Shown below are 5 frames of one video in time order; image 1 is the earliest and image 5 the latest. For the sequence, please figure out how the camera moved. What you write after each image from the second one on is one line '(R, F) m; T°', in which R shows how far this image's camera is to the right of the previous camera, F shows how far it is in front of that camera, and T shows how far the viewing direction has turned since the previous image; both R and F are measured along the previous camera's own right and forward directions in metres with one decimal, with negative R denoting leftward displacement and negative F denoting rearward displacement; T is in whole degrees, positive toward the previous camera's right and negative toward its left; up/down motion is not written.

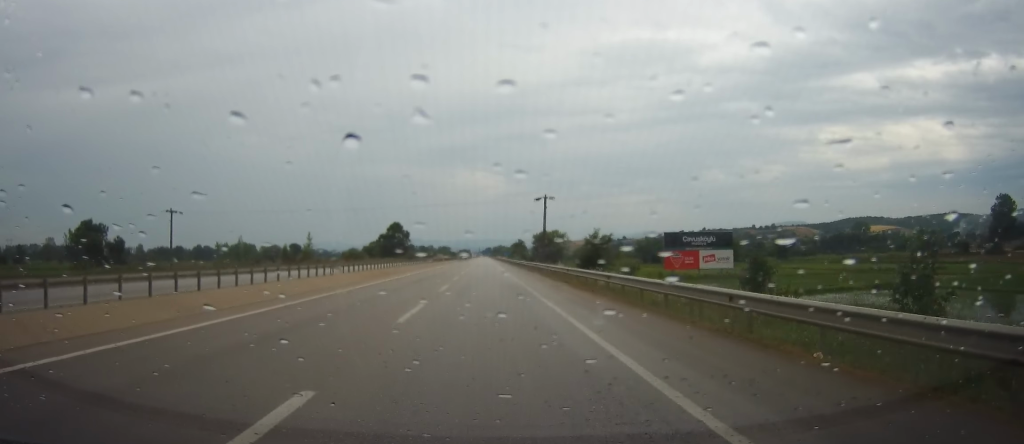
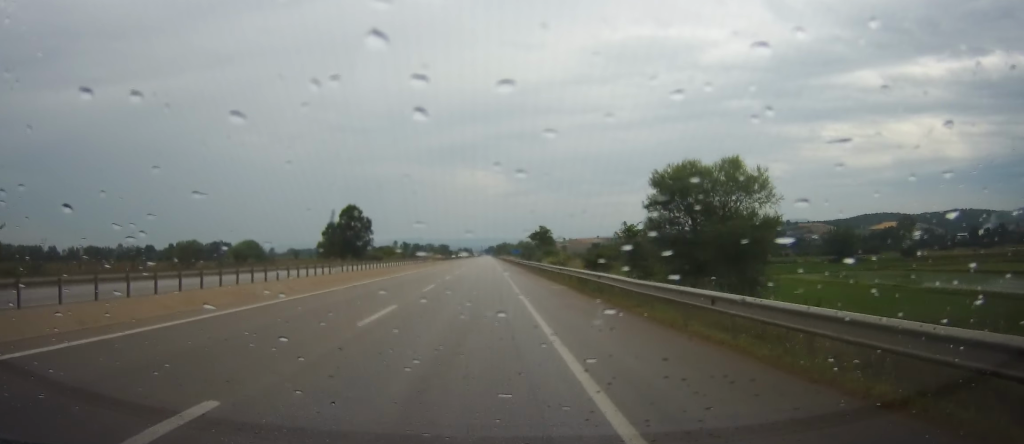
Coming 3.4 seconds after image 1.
(+1.4, +72.0) m; +1°
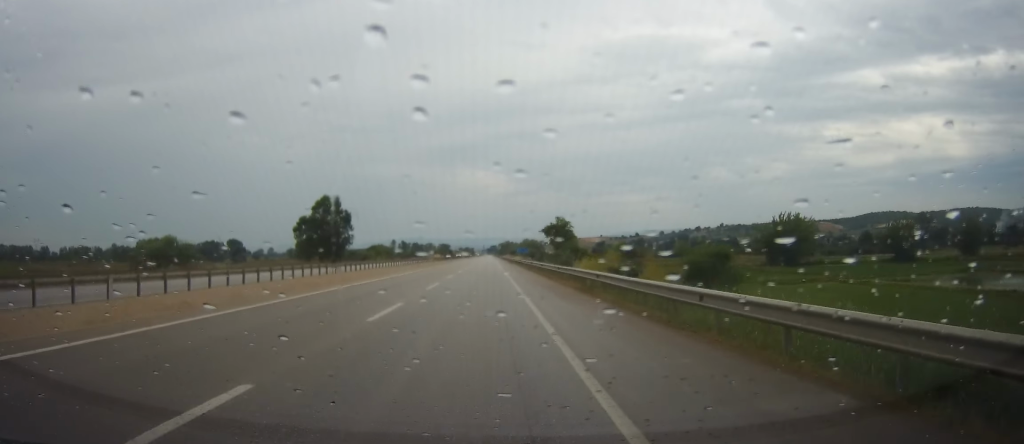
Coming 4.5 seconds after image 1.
(+0.4, +23.1) m; +1°
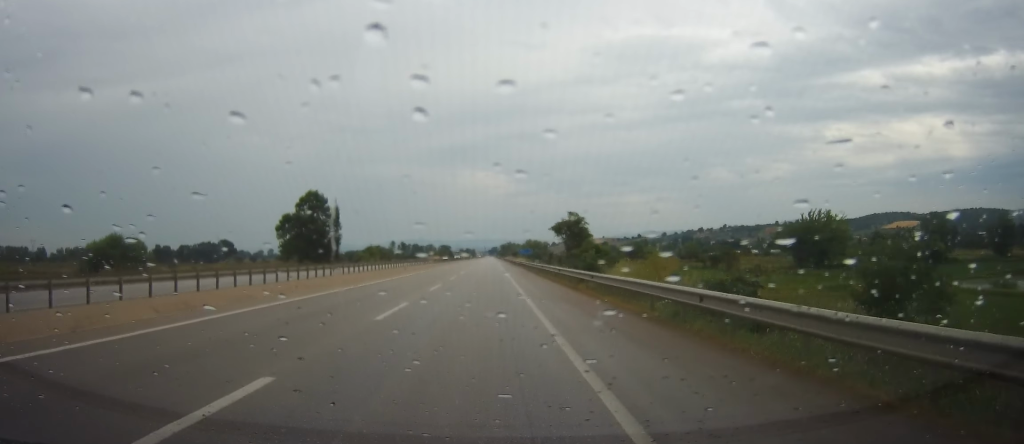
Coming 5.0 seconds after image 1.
(-0.1, +11.7) m; 0°
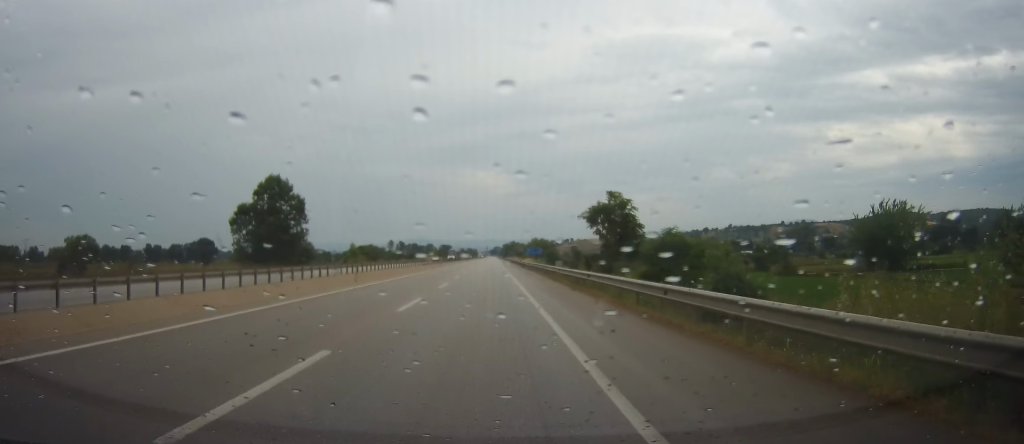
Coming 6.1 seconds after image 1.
(0.0, +21.7) m; -1°
